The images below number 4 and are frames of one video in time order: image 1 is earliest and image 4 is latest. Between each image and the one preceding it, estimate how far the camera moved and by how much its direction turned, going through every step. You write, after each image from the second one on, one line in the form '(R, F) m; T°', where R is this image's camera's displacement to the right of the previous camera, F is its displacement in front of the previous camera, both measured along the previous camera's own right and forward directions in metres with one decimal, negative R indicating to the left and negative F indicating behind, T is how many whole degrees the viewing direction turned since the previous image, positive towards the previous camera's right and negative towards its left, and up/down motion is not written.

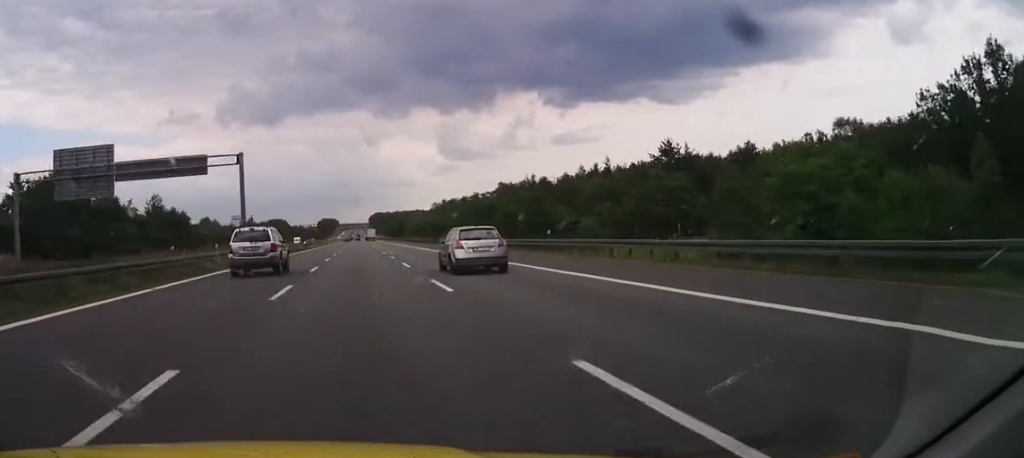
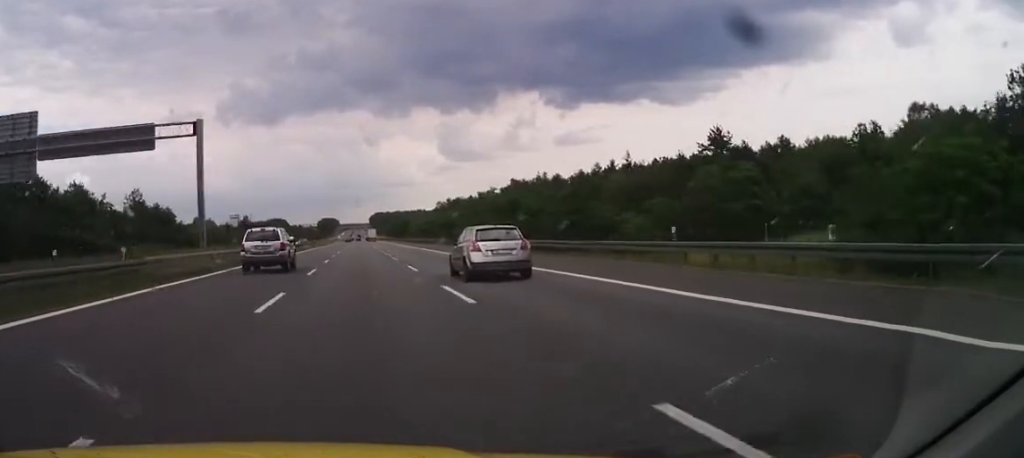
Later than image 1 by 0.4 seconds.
(+0.1, +14.3) m; 0°
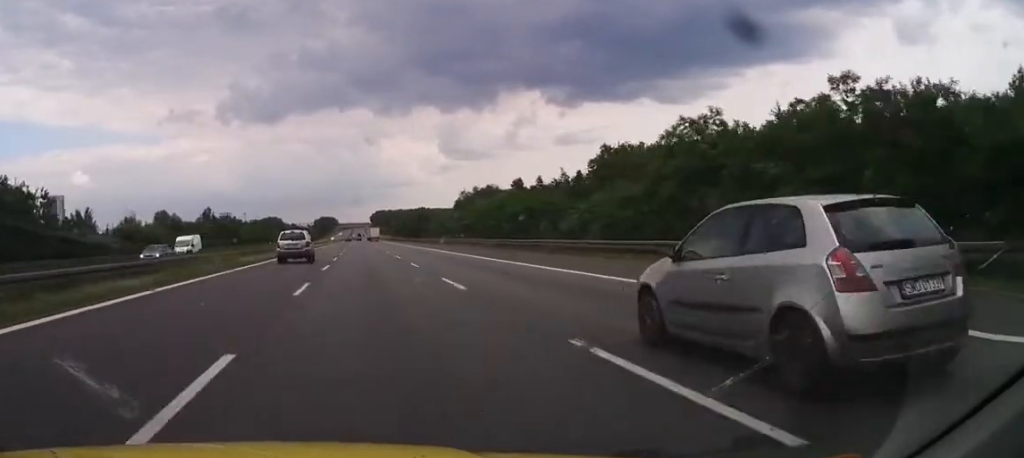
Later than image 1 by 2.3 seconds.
(-0.3, +68.1) m; -1°
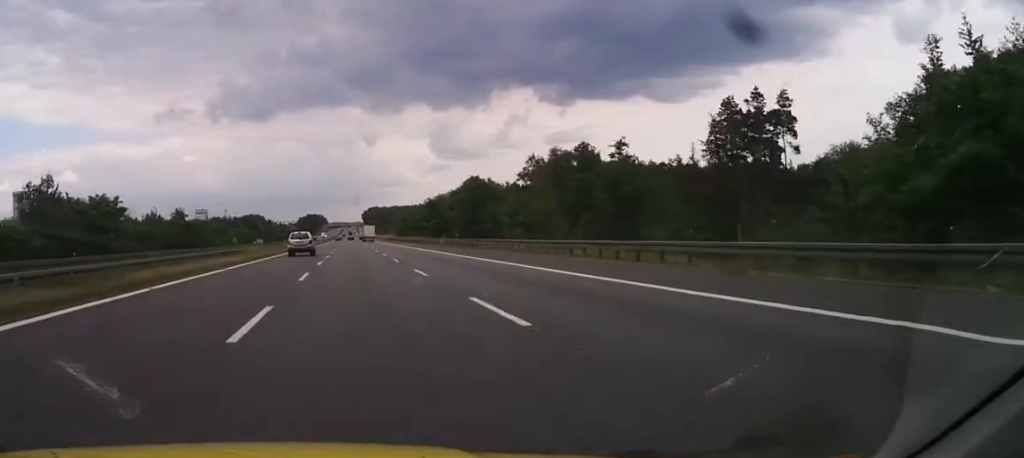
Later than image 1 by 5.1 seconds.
(0.0, +101.6) m; +1°
